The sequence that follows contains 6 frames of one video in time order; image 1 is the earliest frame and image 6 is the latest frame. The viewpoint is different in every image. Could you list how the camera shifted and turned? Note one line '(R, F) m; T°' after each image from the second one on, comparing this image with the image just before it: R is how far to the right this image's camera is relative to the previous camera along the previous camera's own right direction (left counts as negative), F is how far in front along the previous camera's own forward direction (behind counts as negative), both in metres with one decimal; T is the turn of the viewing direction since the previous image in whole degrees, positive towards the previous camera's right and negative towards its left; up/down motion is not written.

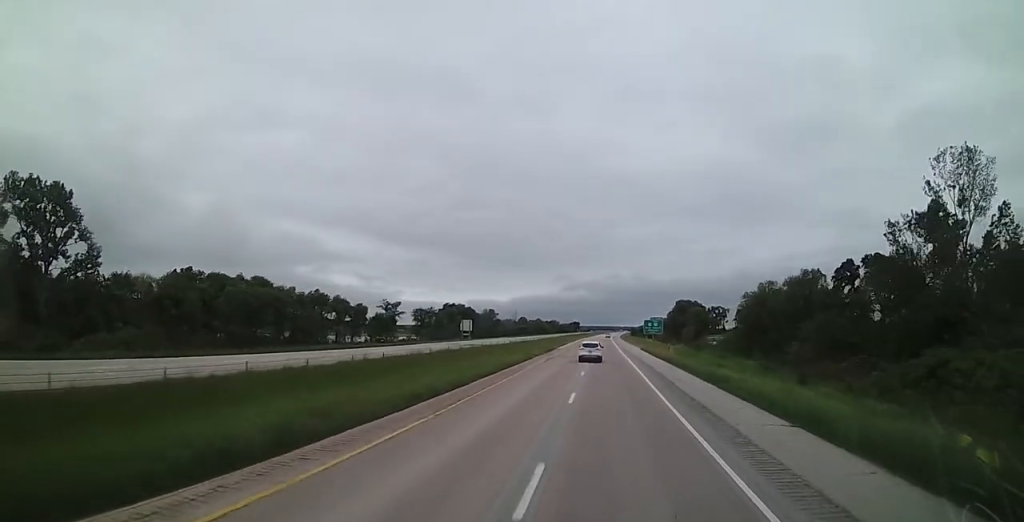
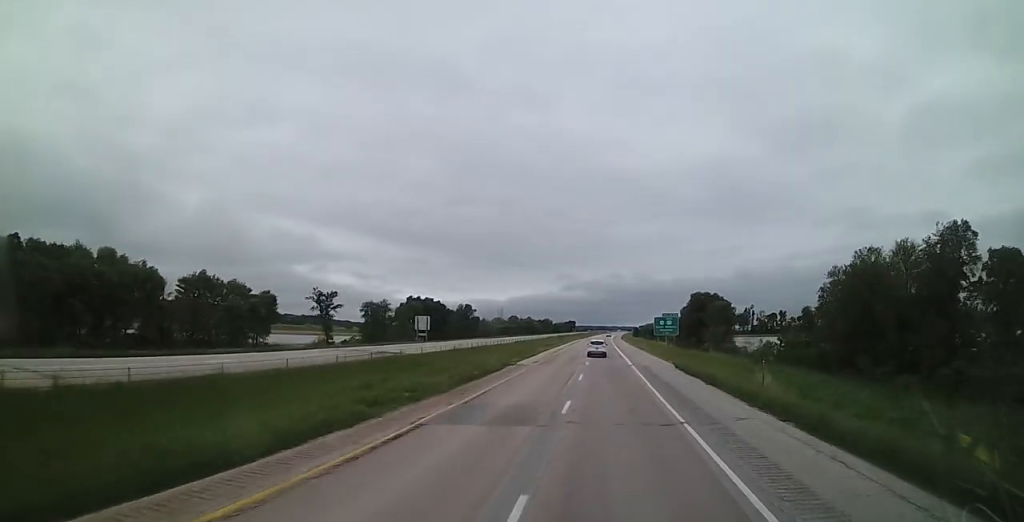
(+0.2, +38.8) m; +1°
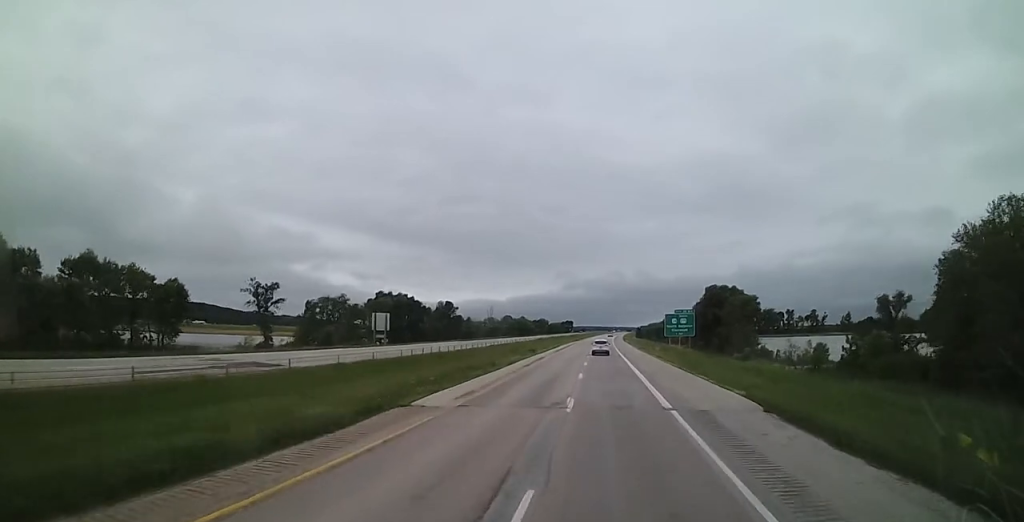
(+0.4, +24.0) m; 0°
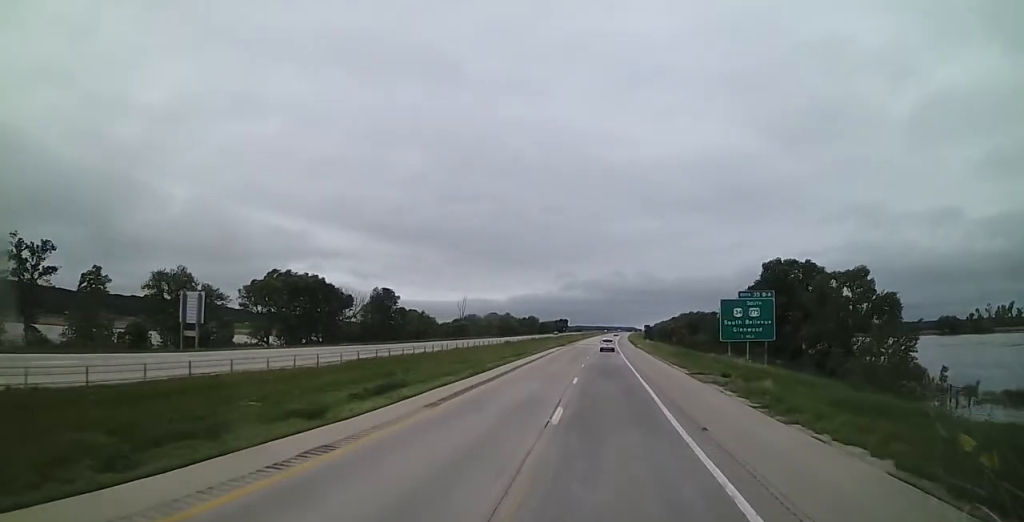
(-0.5, +50.7) m; 0°
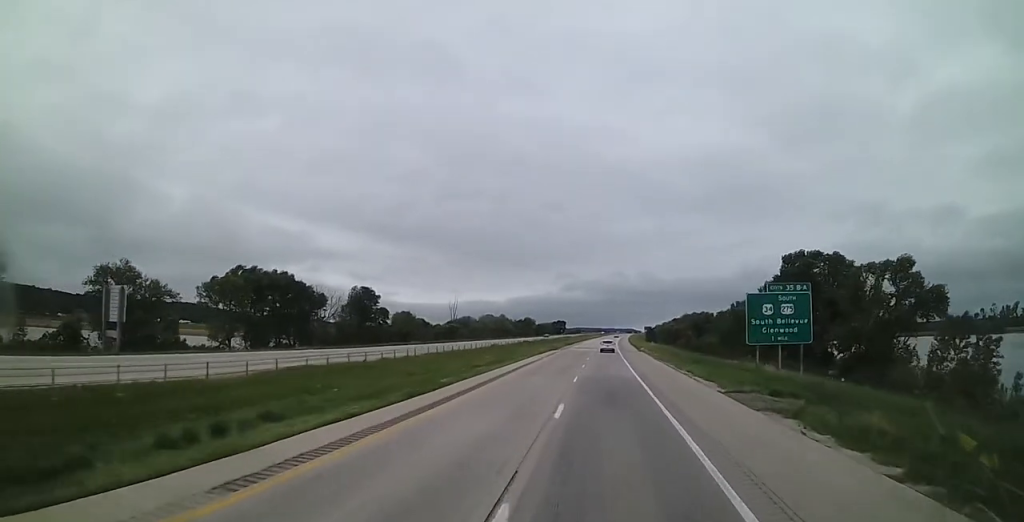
(0.0, +10.8) m; 0°
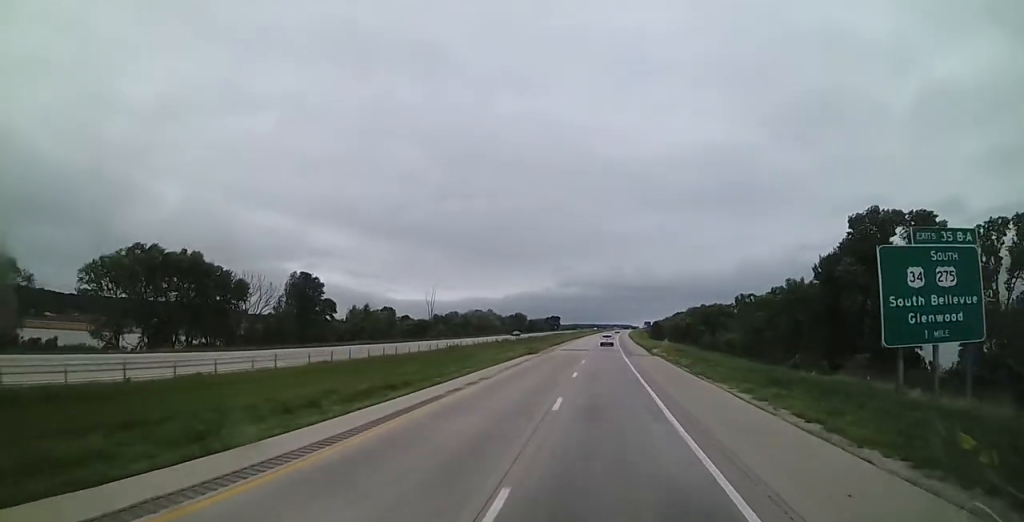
(0.0, +23.5) m; 0°
